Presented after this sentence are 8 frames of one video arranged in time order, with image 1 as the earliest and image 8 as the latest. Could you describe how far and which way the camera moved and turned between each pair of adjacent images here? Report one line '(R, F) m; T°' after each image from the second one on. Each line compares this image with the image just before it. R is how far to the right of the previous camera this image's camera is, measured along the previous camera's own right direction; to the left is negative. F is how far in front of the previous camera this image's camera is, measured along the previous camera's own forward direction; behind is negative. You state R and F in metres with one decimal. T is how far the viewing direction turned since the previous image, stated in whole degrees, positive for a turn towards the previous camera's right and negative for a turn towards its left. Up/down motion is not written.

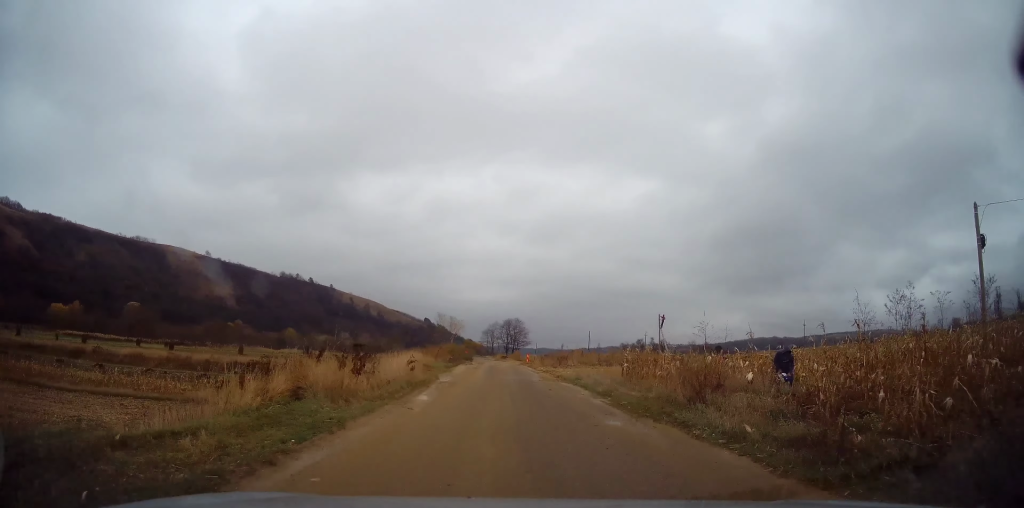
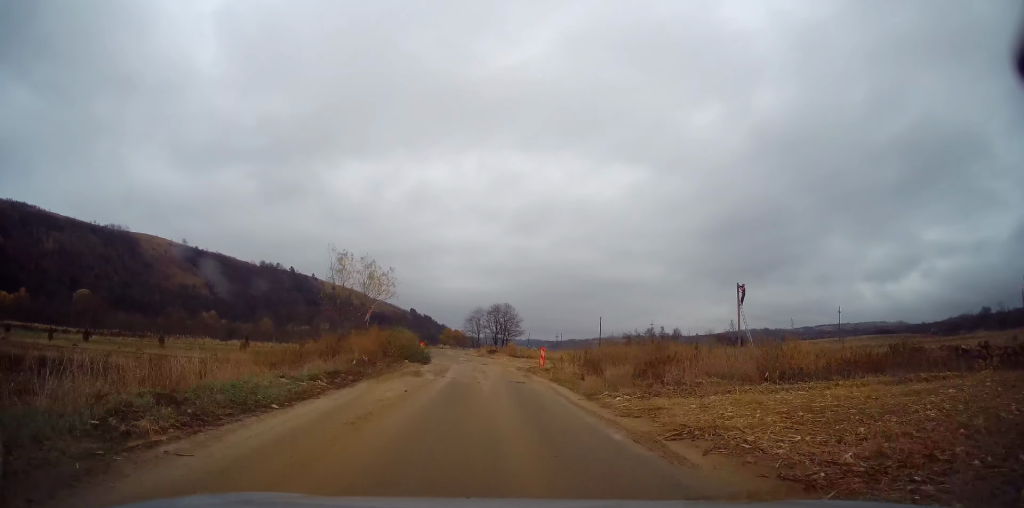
(+0.5, +24.6) m; 0°
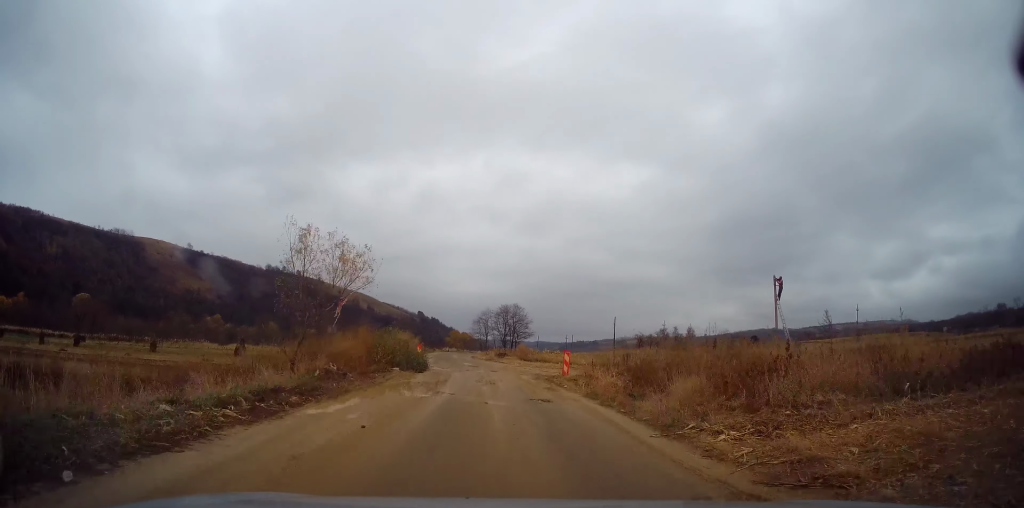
(0.0, +4.6) m; 0°
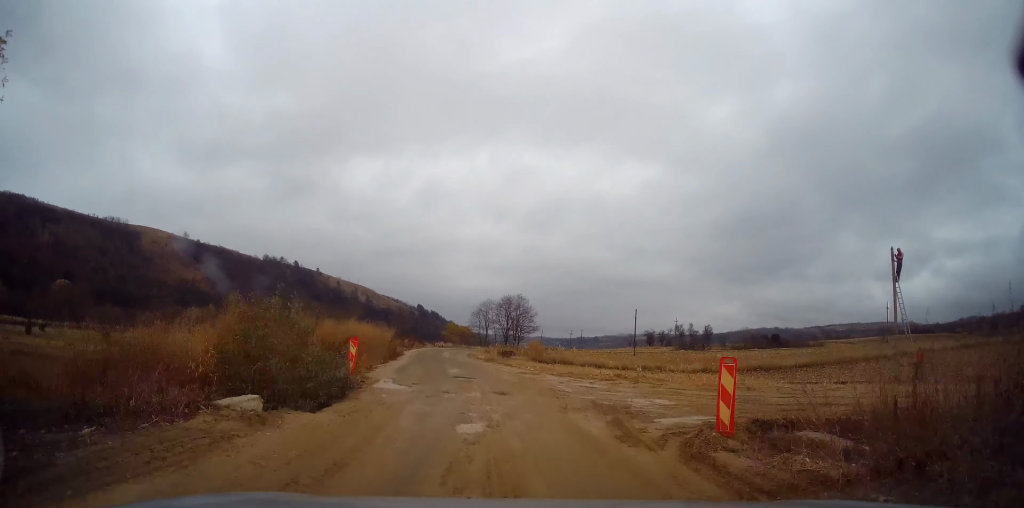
(+0.2, +14.4) m; 0°
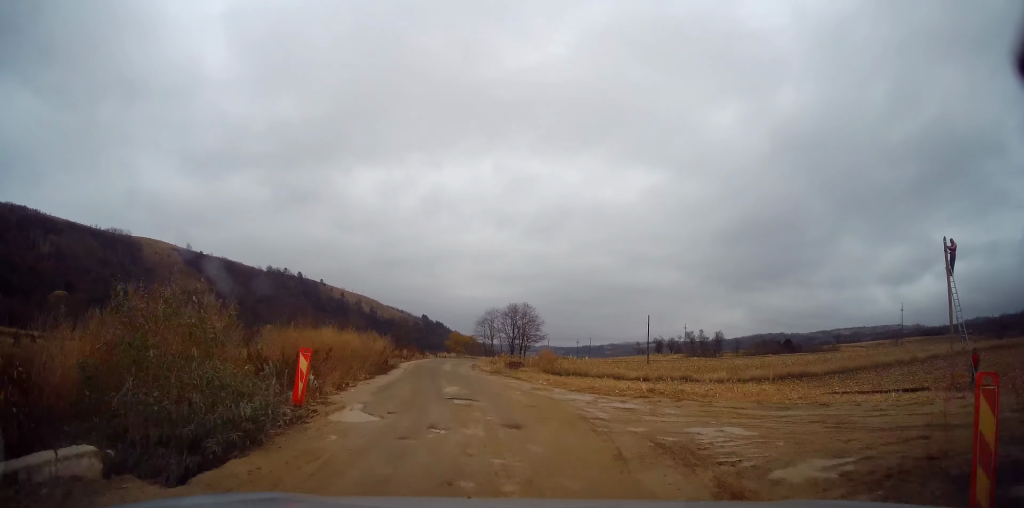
(+0.1, +4.6) m; -1°
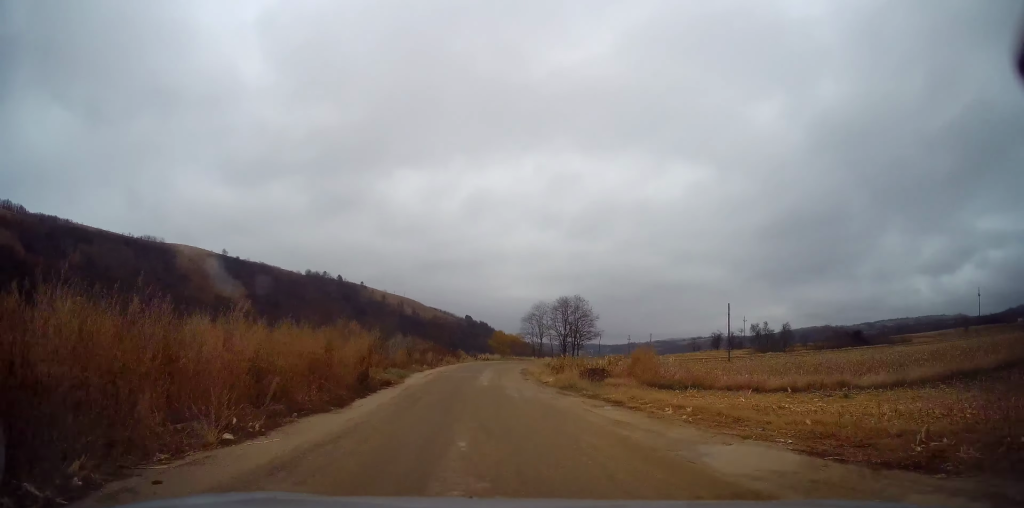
(-0.6, +13.9) m; -5°
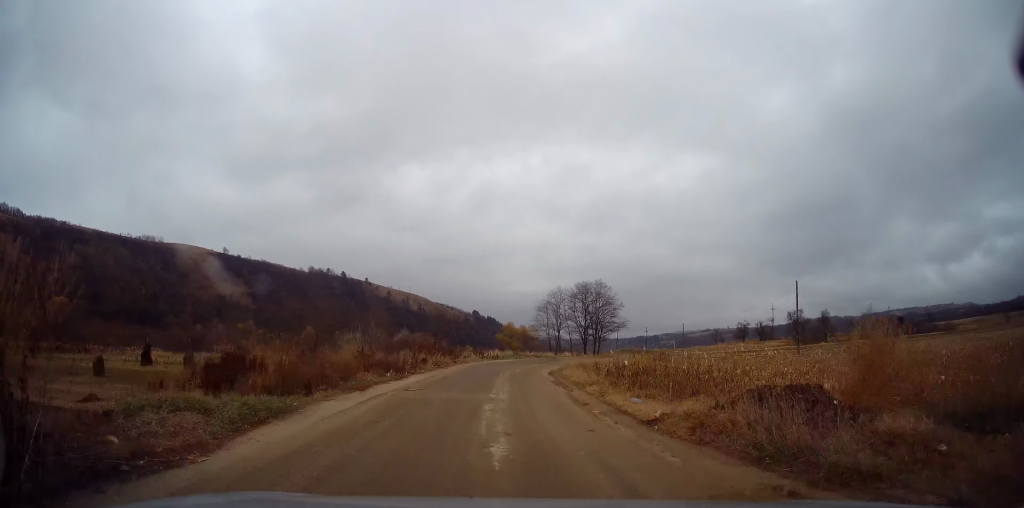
(-0.6, +13.7) m; 0°
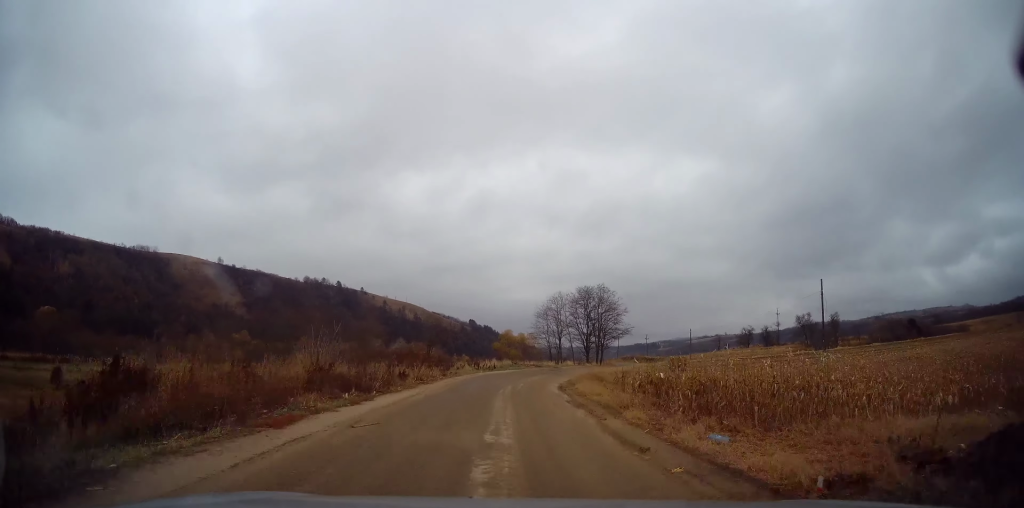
(+0.4, +5.0) m; +1°
